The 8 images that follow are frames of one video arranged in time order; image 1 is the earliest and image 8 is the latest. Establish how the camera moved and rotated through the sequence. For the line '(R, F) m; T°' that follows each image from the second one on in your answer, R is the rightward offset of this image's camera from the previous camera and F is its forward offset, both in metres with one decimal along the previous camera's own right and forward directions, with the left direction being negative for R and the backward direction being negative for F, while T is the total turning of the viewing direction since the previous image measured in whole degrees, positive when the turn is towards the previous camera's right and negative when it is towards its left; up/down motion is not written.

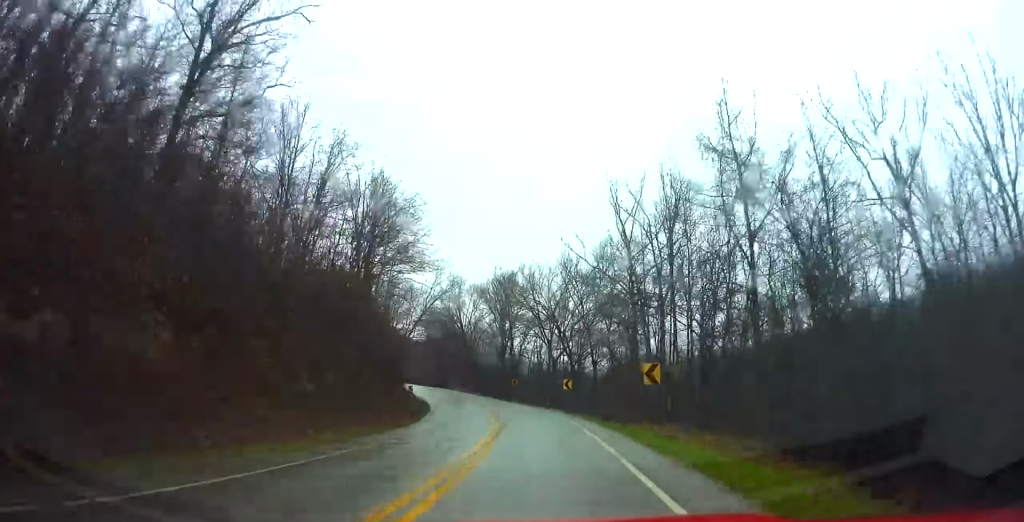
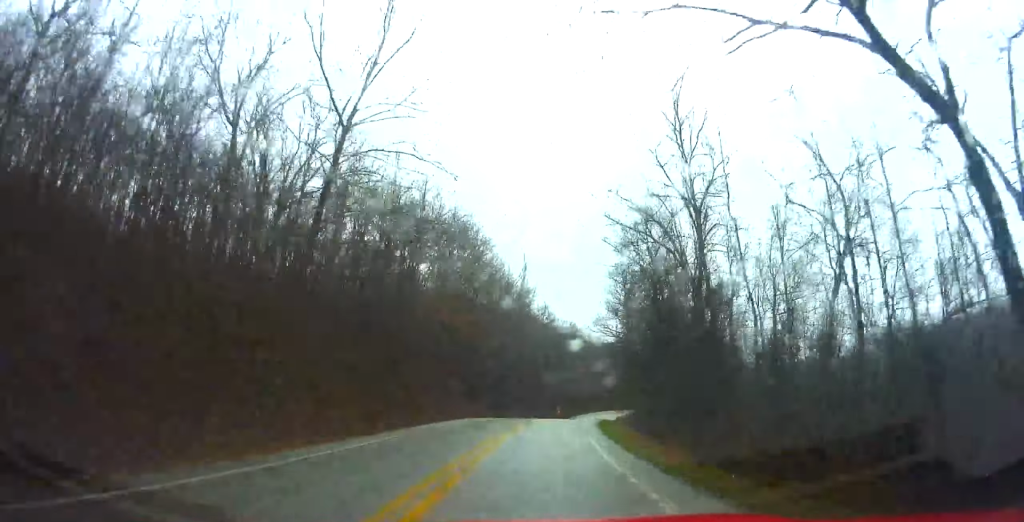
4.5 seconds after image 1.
(-10.2, +105.5) m; -11°
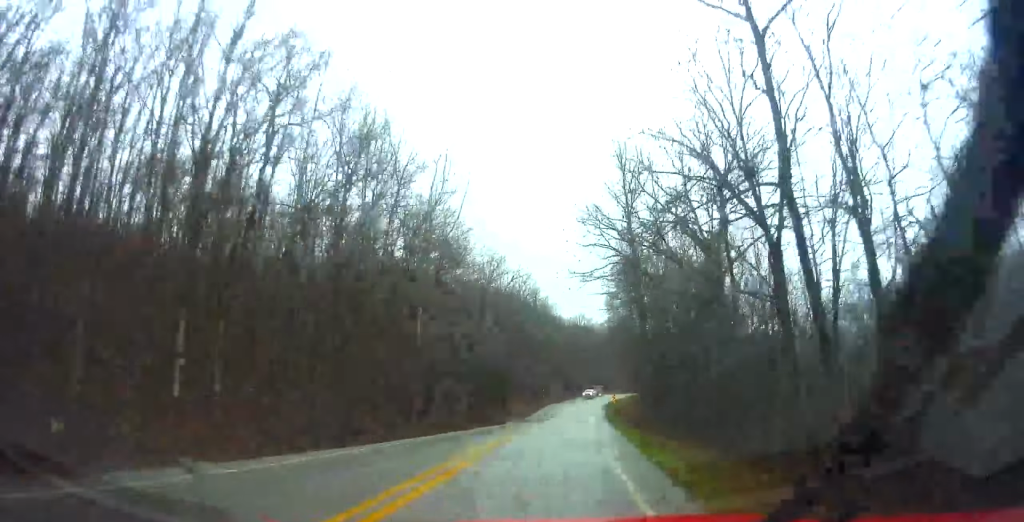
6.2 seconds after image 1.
(-2.9, +39.0) m; -2°
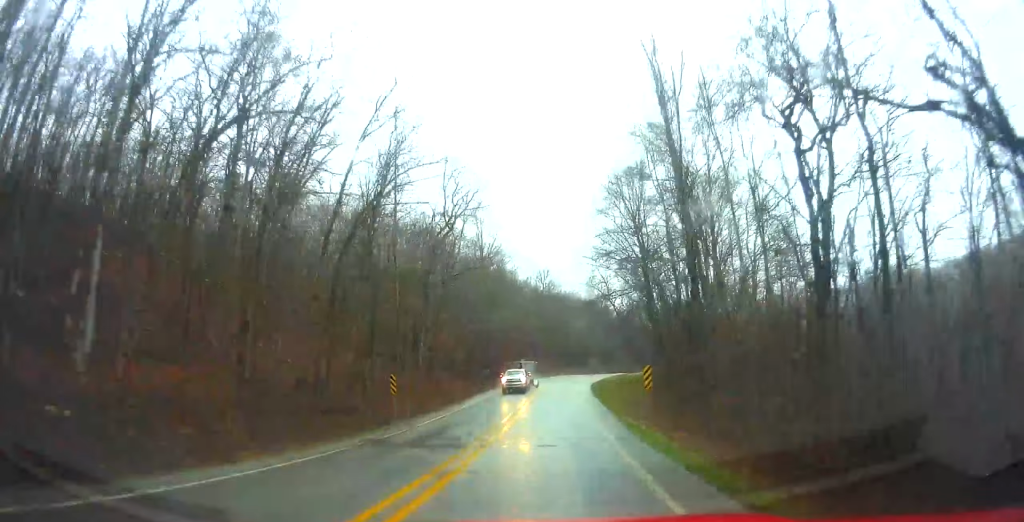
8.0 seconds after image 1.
(0.0, +41.1) m; +2°
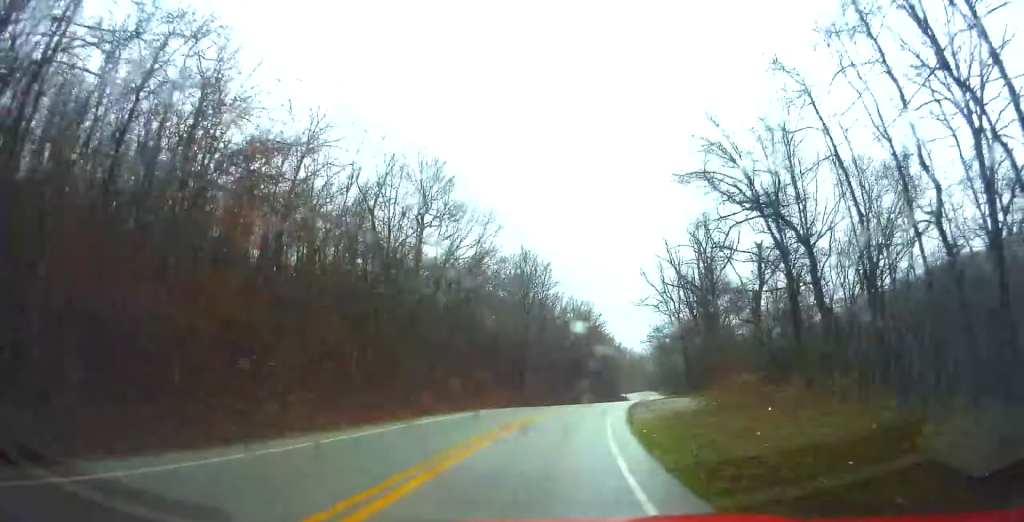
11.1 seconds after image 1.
(+3.3, +70.8) m; +7°
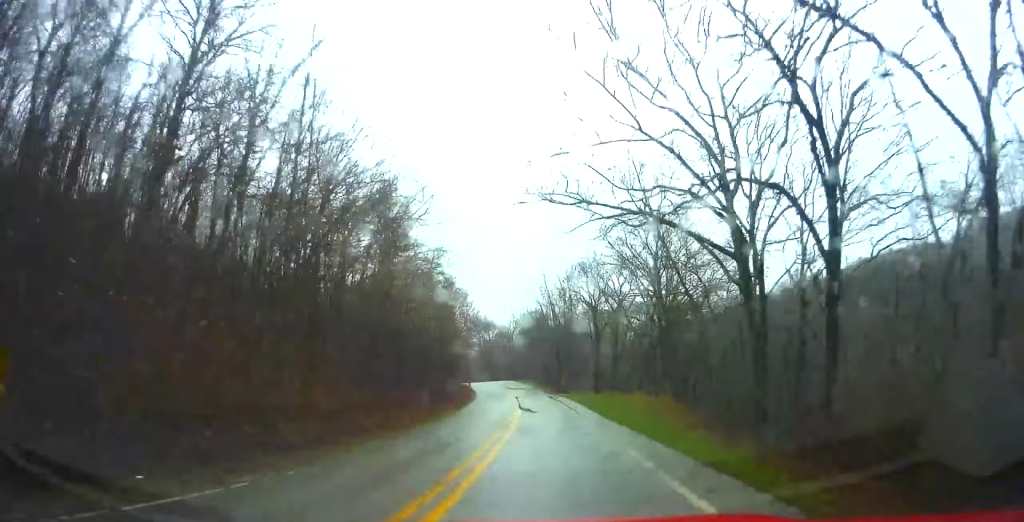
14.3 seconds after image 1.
(+6.5, +73.2) m; +8°
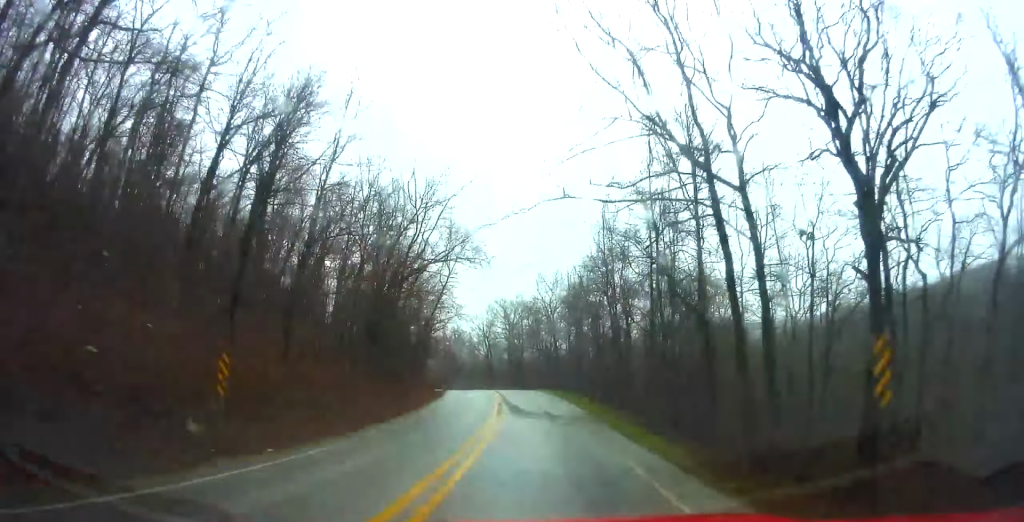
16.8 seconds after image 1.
(+2.8, +58.6) m; 0°
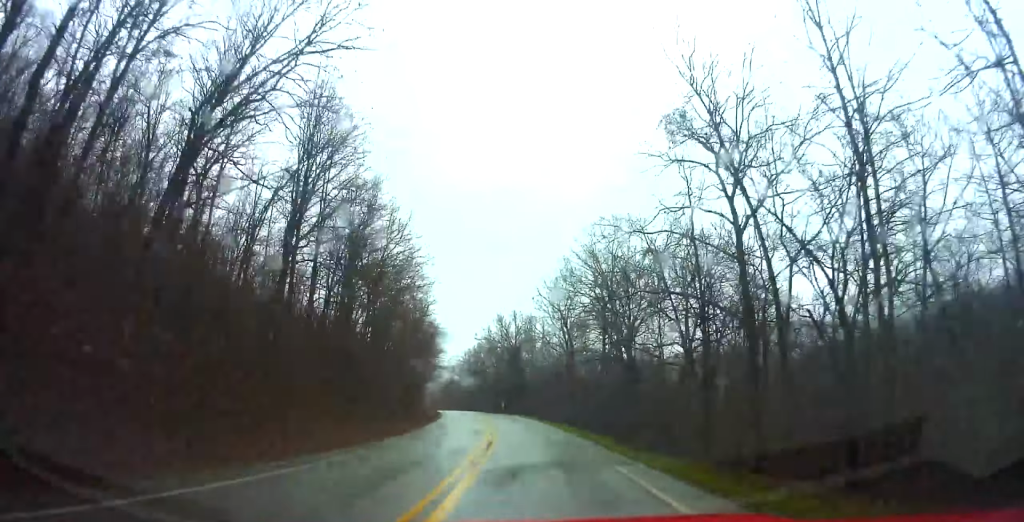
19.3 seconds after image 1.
(-1.1, +59.1) m; -6°
